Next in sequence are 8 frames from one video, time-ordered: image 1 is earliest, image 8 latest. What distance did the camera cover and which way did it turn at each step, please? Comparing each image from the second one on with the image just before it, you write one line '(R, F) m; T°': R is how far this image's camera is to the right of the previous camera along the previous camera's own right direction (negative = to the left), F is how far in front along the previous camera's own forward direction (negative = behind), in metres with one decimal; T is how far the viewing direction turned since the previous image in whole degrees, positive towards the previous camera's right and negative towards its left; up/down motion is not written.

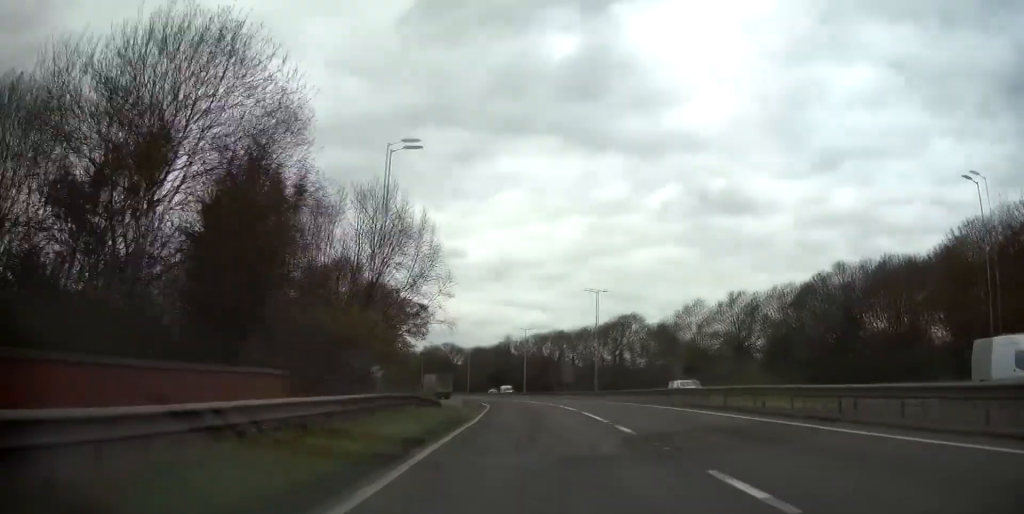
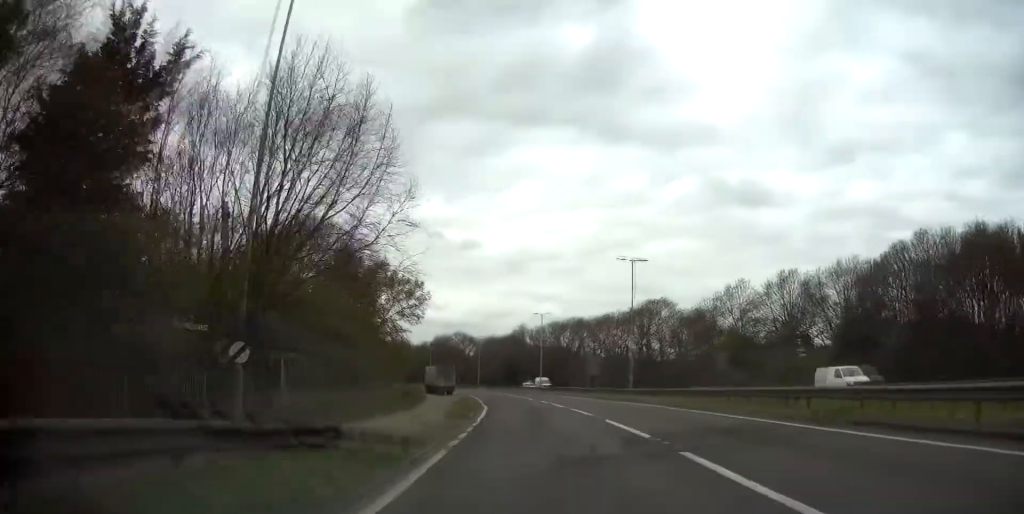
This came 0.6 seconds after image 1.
(-0.2, +15.2) m; -2°
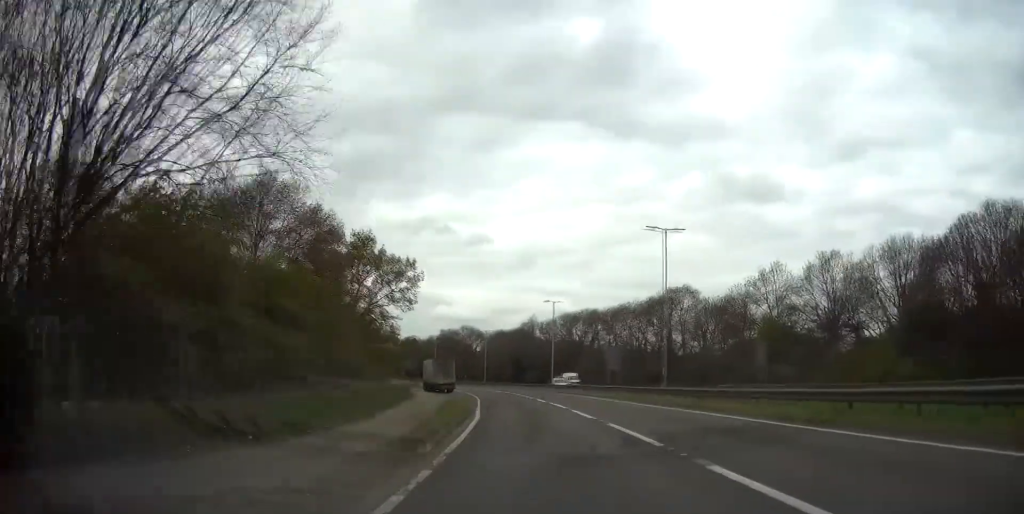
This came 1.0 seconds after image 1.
(-0.1, +10.1) m; -1°
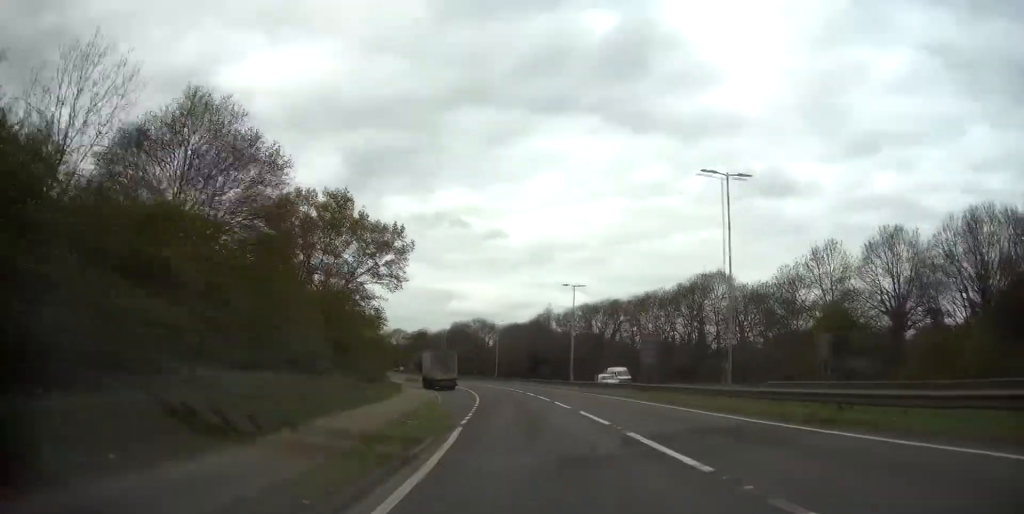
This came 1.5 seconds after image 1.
(0.0, +12.1) m; -1°
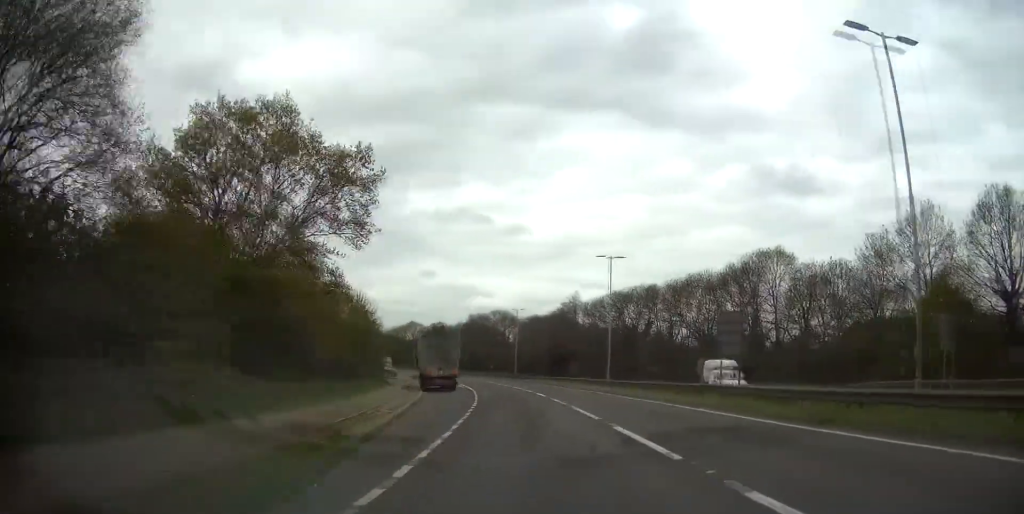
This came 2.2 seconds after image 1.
(-0.3, +16.2) m; -2°
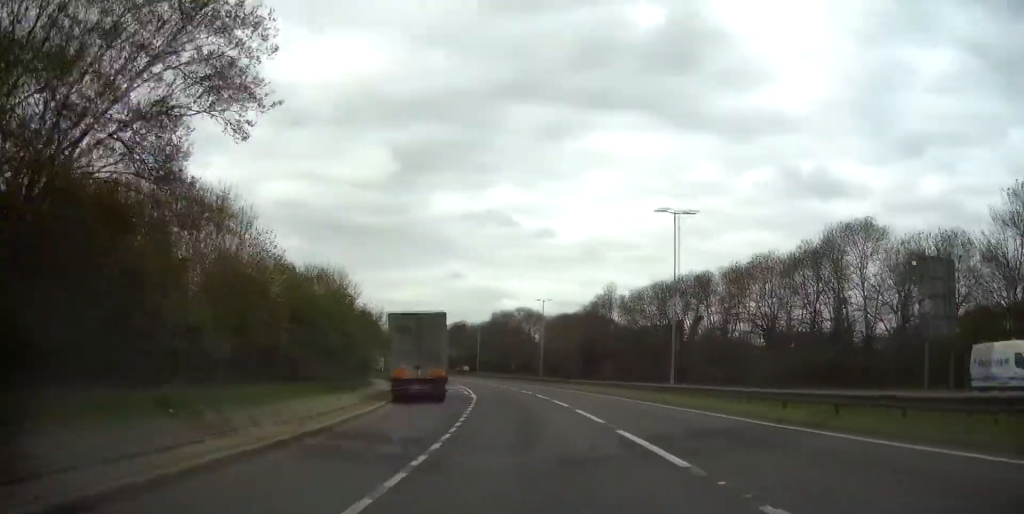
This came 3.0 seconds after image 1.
(-0.3, +18.2) m; -2°
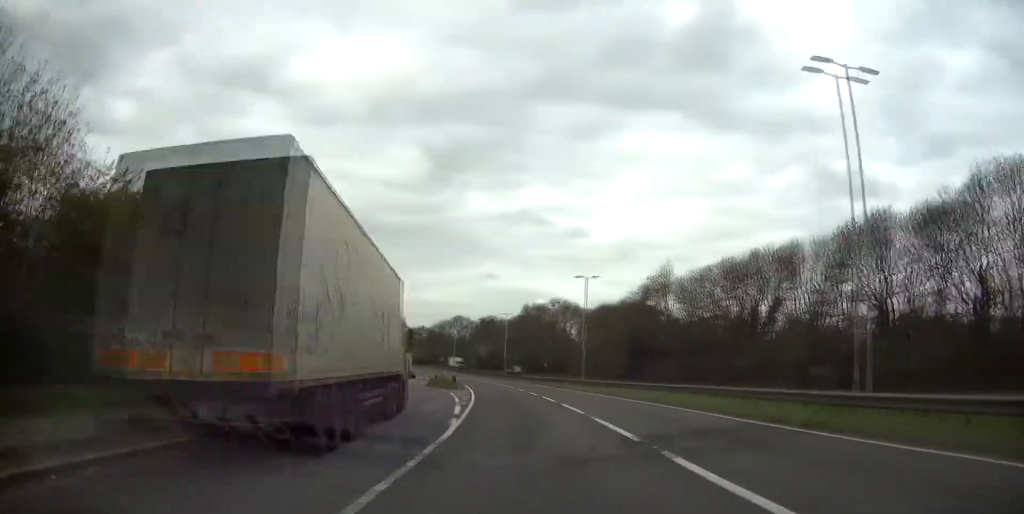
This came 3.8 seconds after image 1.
(-0.5, +21.2) m; -3°
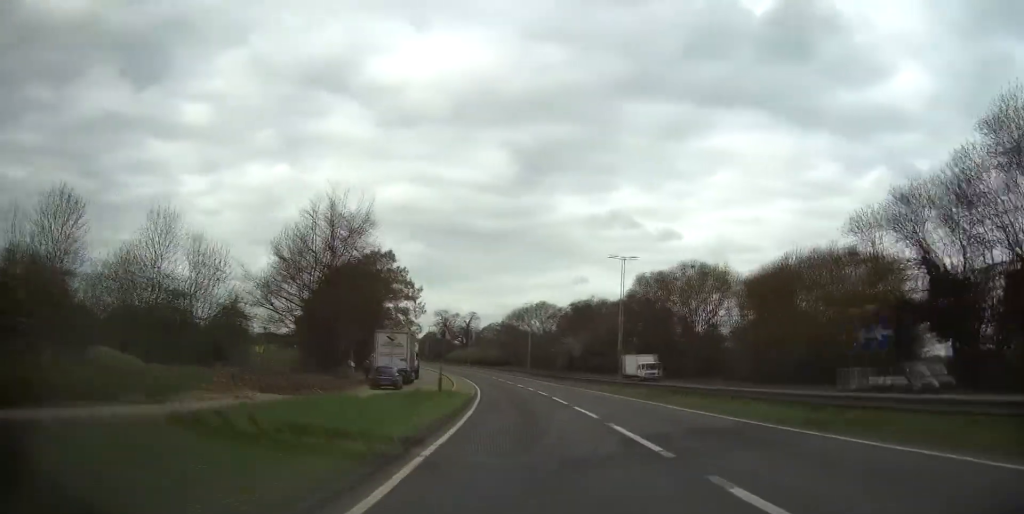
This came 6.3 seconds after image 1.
(-4.5, +62.0) m; -5°
